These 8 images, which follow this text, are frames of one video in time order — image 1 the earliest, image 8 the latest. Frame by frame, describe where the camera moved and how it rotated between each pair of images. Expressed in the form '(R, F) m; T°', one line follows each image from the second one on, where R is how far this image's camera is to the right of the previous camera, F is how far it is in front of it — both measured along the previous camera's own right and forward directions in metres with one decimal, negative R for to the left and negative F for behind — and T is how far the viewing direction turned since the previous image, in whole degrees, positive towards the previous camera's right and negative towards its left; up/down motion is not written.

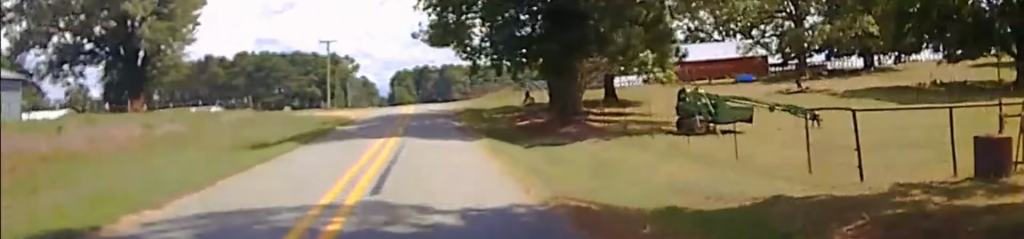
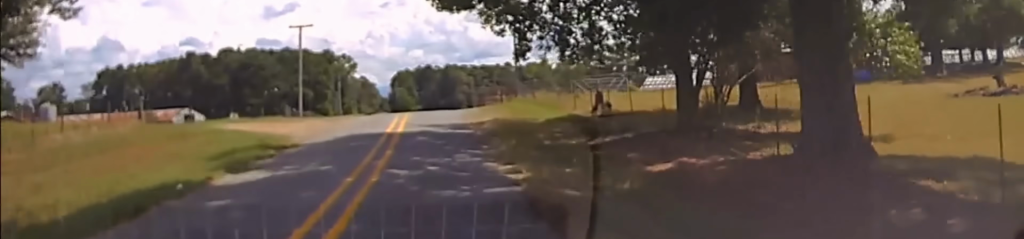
(+0.3, +26.9) m; 0°
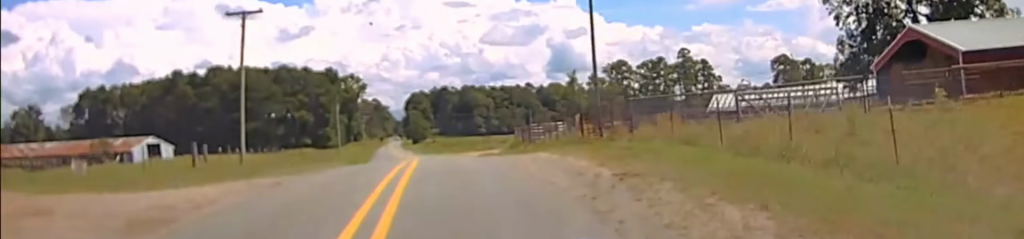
(-0.4, +31.3) m; -1°
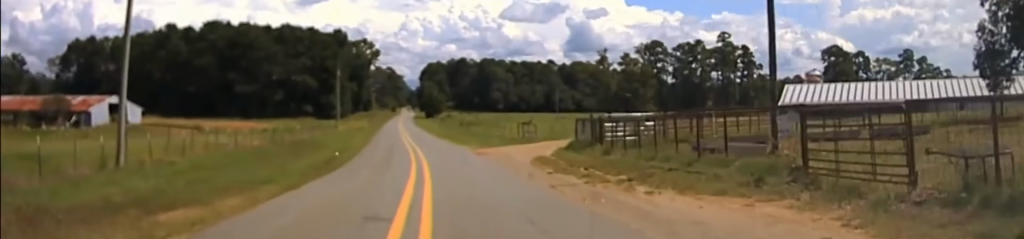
(-0.2, +22.4) m; -1°
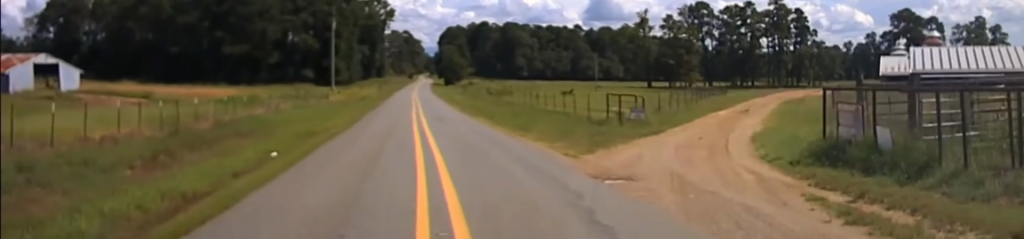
(-0.2, +26.5) m; -1°
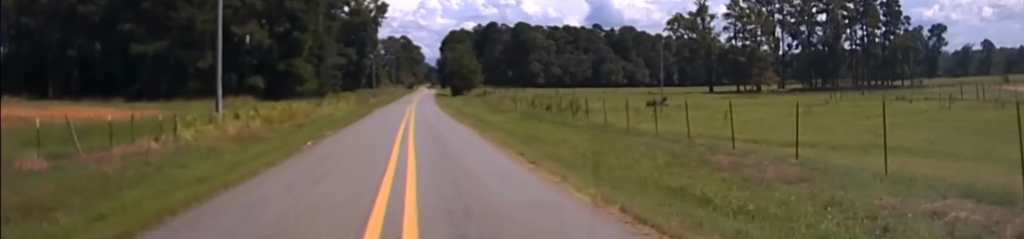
(-0.7, +53.0) m; -1°
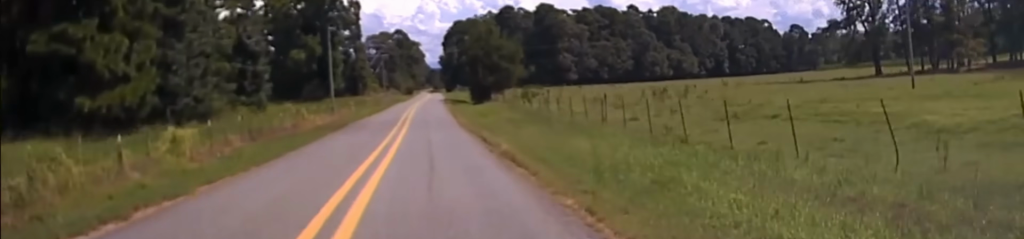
(+0.1, +71.7) m; +1°
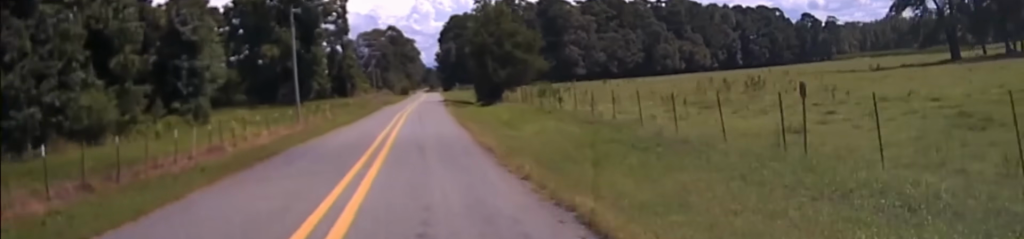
(-0.1, +20.5) m; +1°
